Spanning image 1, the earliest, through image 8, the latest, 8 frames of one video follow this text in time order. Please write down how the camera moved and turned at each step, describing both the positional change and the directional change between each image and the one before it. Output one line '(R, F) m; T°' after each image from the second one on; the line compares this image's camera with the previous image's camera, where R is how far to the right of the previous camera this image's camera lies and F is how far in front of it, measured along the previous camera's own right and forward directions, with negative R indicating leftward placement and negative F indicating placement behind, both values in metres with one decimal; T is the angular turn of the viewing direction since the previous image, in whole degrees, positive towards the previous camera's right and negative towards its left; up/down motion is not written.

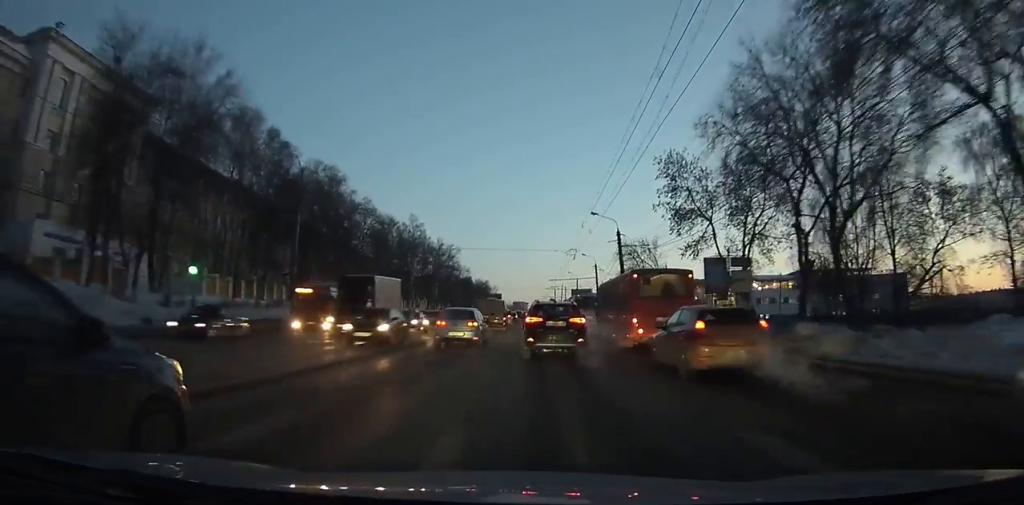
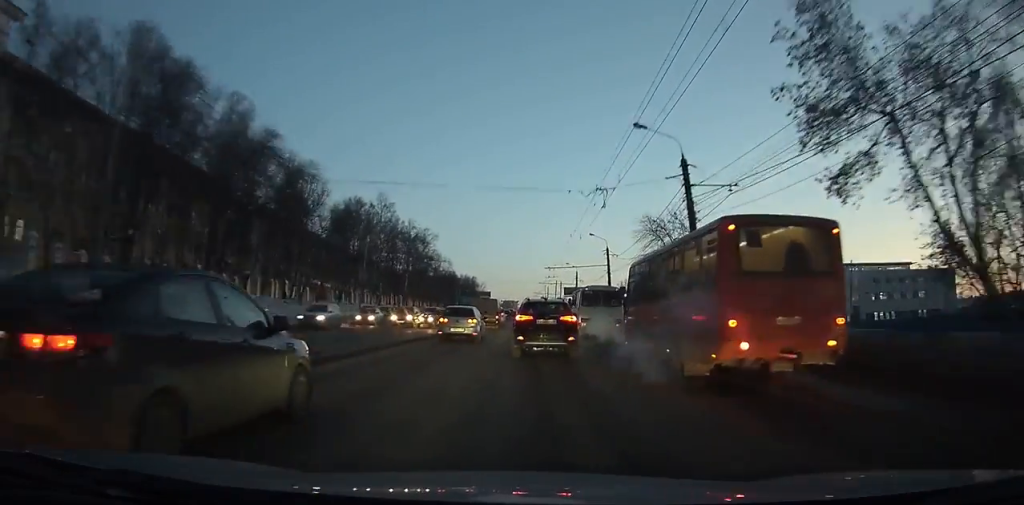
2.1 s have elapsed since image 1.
(-0.1, +23.6) m; 0°
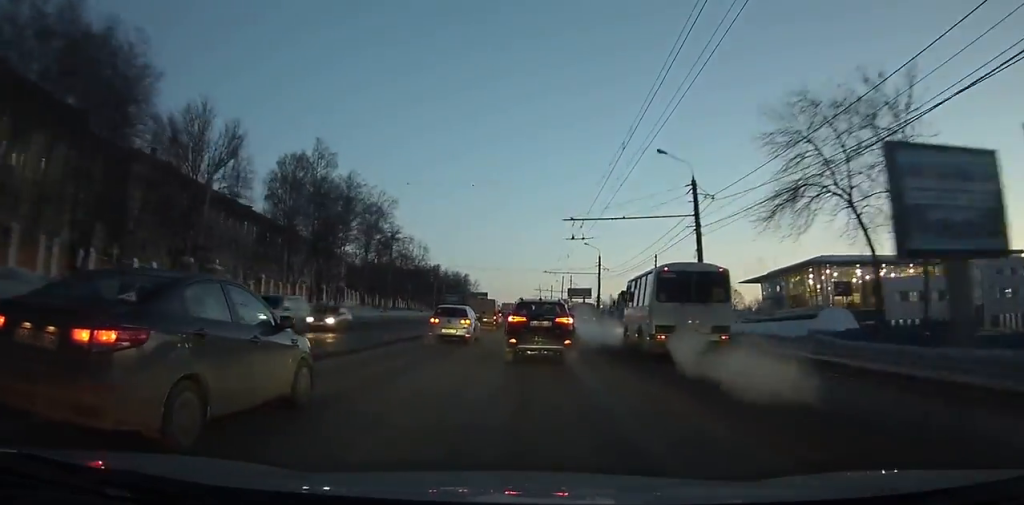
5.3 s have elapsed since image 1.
(-0.2, +38.1) m; -1°
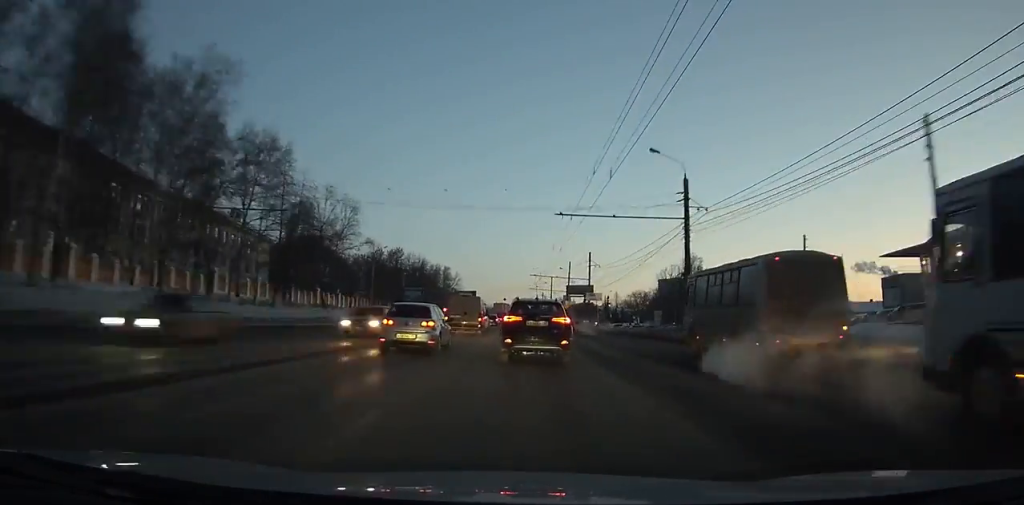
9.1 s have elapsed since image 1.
(-0.1, +44.7) m; 0°
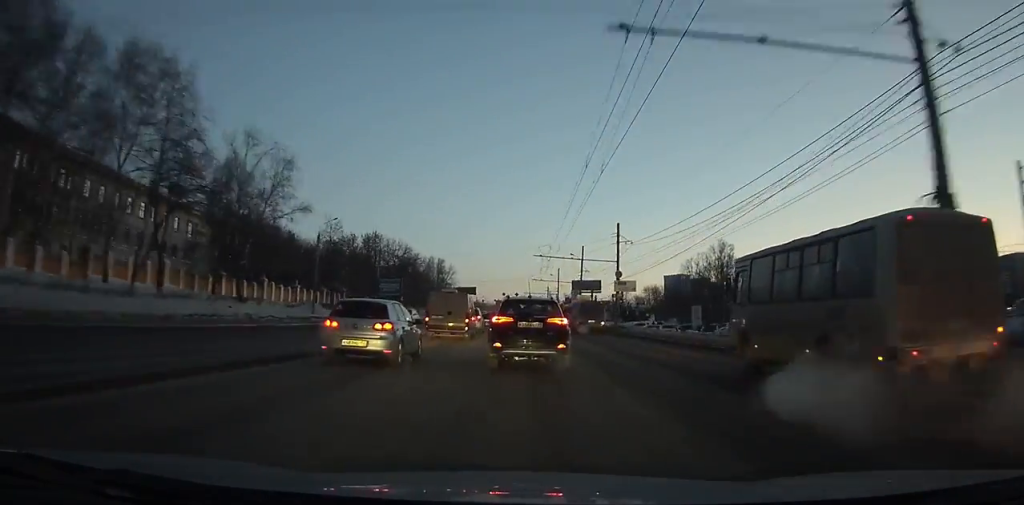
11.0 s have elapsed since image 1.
(0.0, +20.2) m; 0°
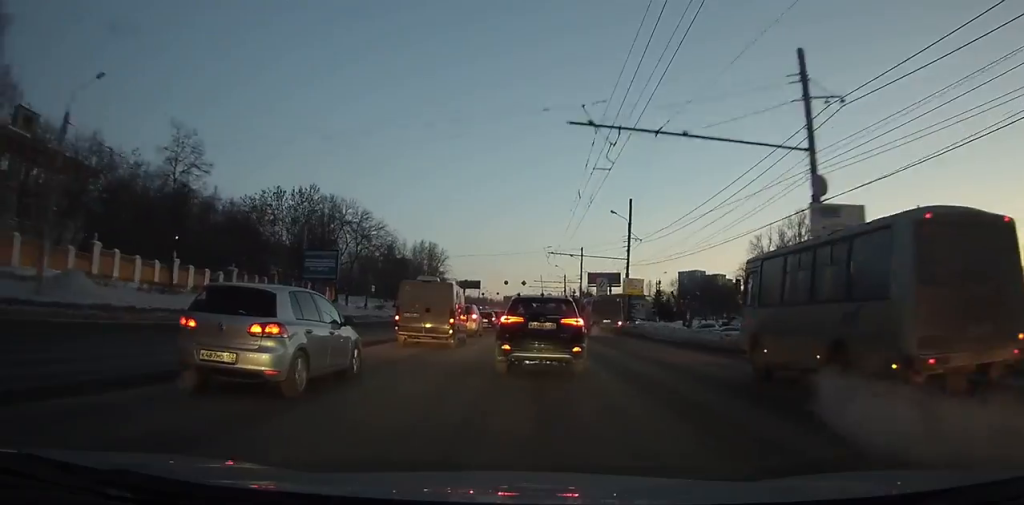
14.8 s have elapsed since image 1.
(-0.3, +34.3) m; -1°
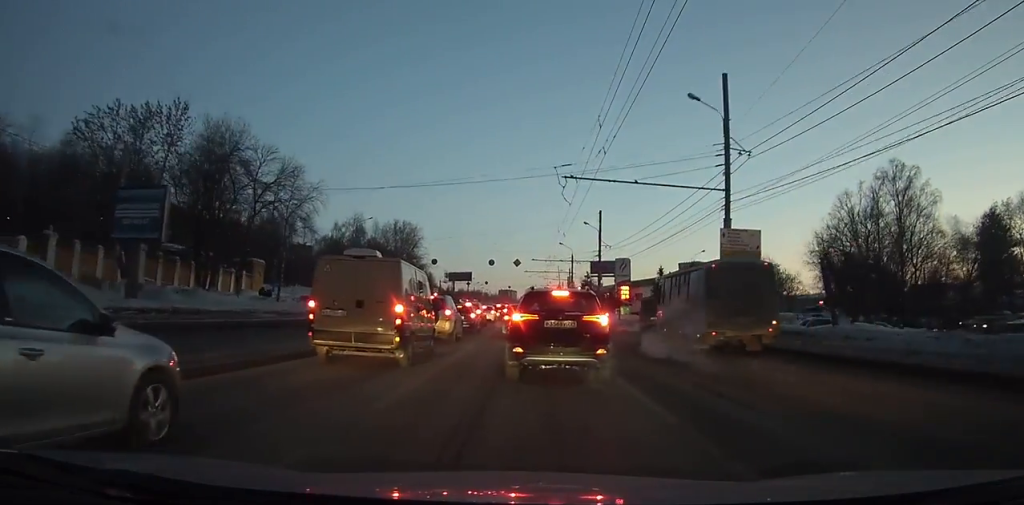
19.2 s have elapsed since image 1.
(0.0, +27.1) m; +2°
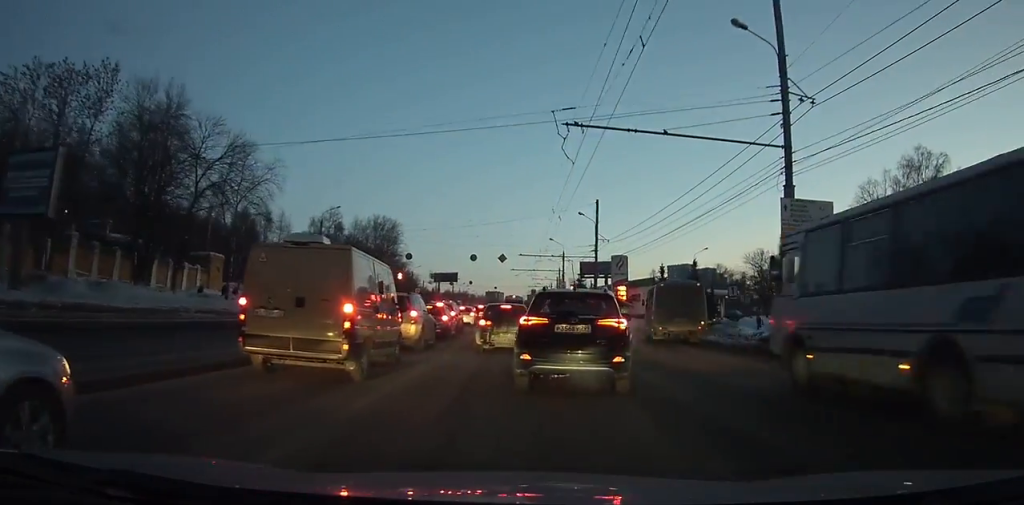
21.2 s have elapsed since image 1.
(+0.3, +7.5) m; +3°
